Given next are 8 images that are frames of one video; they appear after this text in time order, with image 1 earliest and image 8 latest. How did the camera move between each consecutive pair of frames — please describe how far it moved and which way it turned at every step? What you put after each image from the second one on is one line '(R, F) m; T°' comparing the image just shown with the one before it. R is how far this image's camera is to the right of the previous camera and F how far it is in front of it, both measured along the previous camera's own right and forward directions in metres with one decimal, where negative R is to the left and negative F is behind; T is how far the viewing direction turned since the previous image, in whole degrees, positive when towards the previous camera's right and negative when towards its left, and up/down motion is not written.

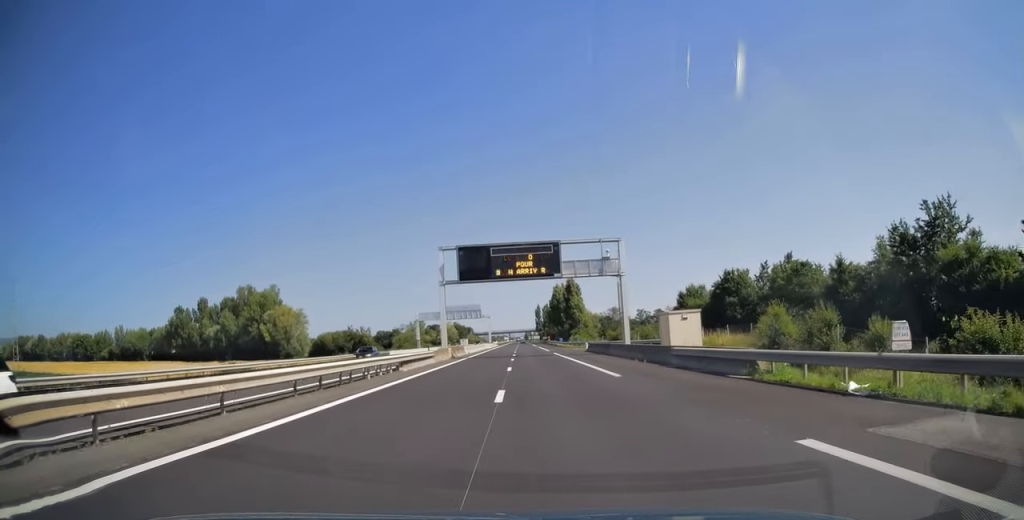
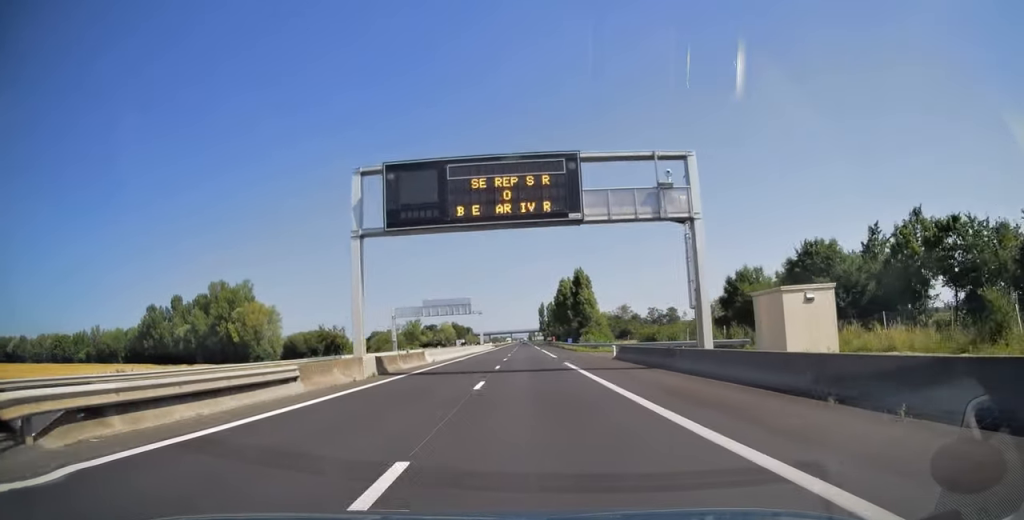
(+0.1, +22.4) m; 0°
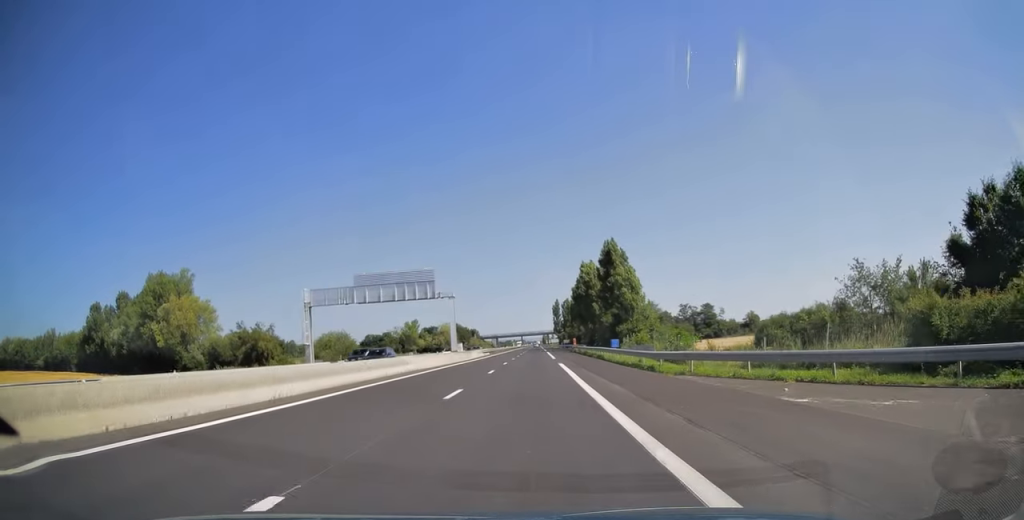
(0.0, +41.2) m; -1°
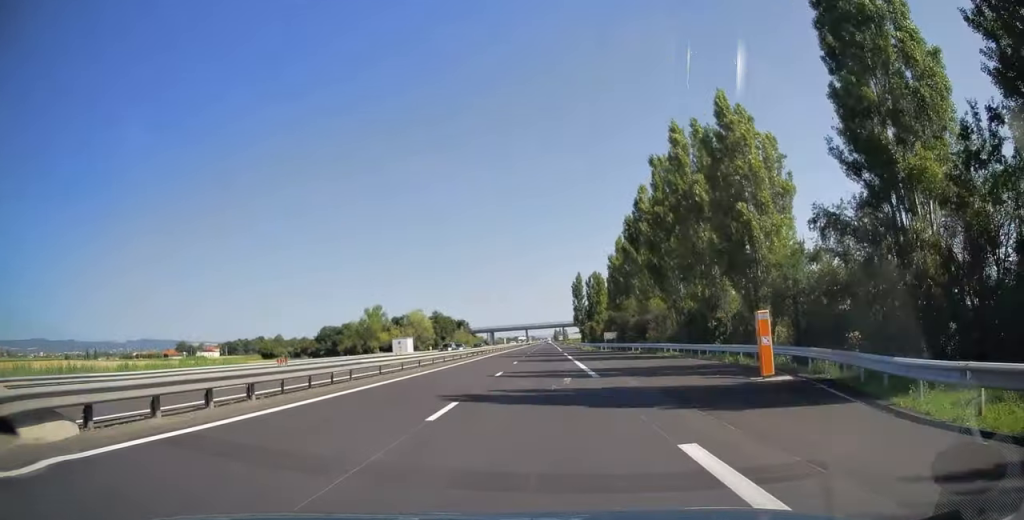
(-1.7, +83.3) m; -2°
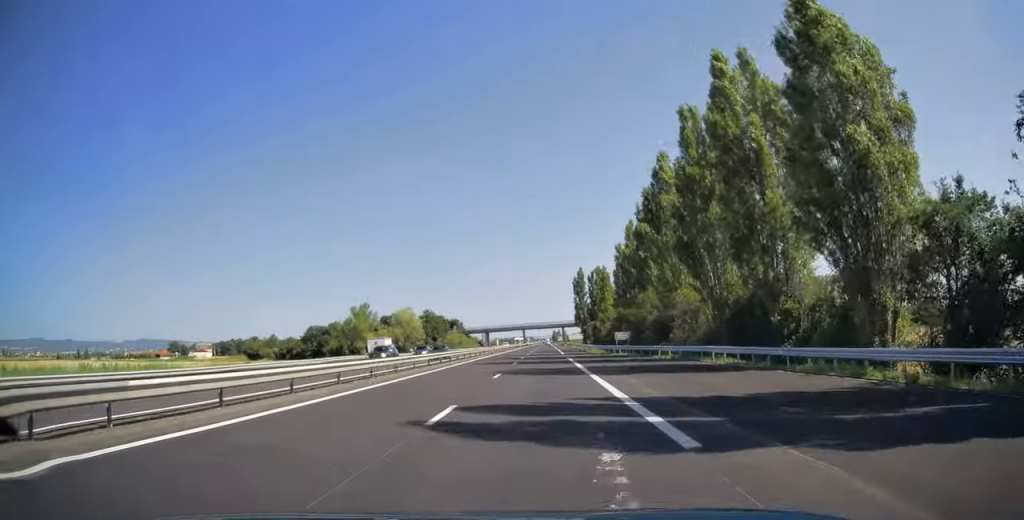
(0.0, +13.3) m; 0°
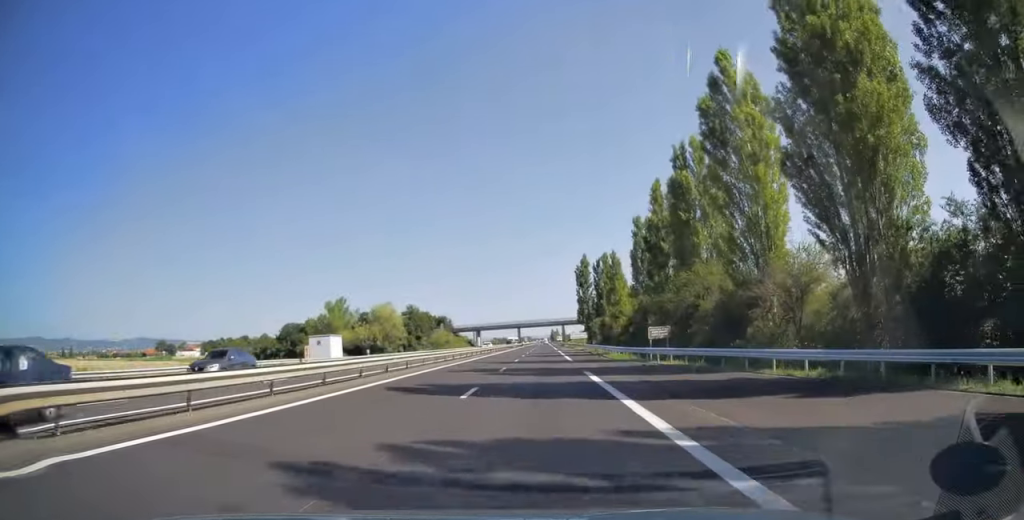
(-0.1, +21.4) m; 0°
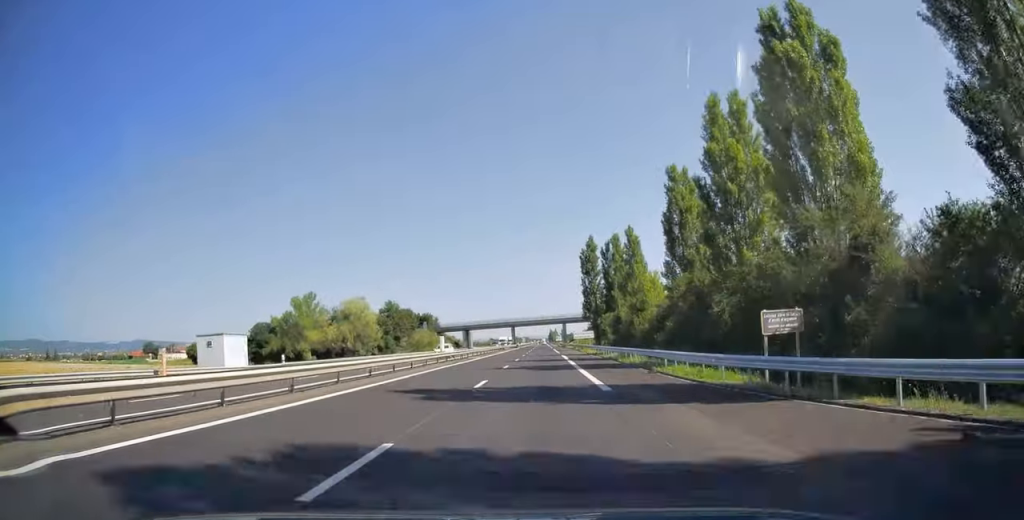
(+0.1, +22.4) m; 0°
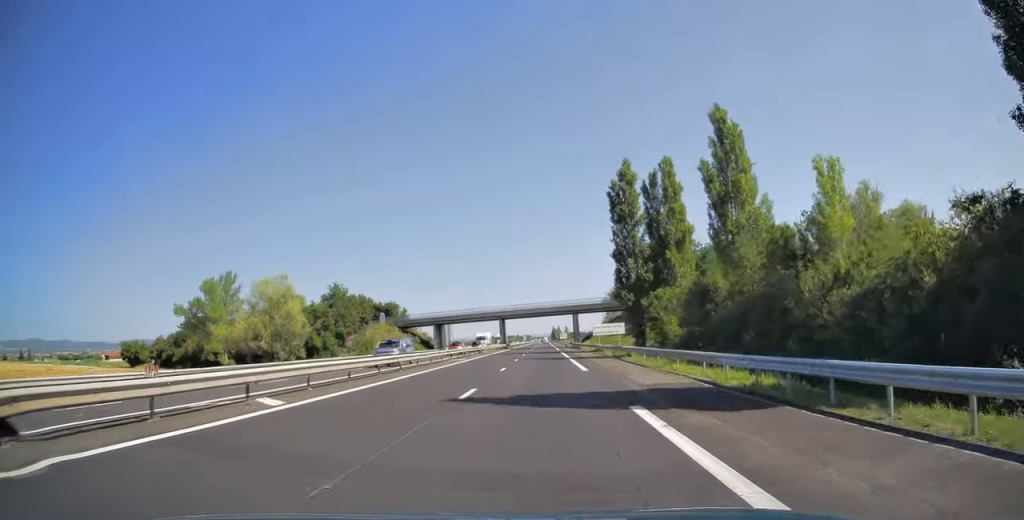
(+0.1, +42.7) m; 0°
